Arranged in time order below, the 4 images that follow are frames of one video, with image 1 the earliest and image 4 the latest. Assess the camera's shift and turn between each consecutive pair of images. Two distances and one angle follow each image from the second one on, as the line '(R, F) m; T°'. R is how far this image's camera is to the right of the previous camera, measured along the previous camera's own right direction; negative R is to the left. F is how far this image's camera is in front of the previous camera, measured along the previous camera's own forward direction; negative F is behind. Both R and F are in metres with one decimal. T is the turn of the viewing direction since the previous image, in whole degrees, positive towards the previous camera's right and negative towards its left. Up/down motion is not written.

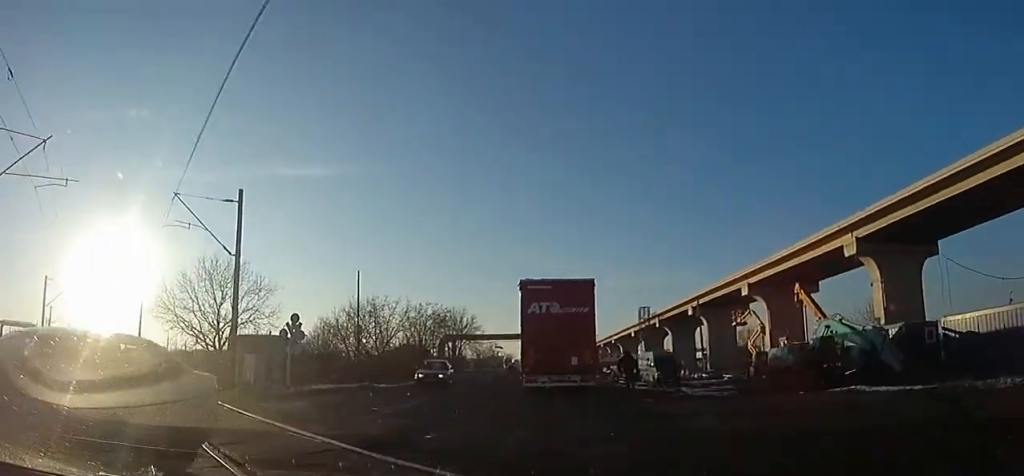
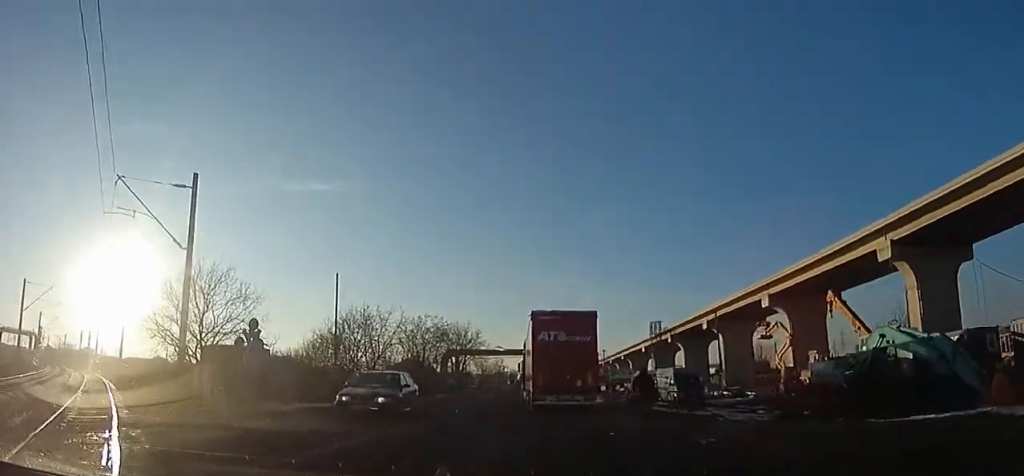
(0.0, +4.7) m; 0°
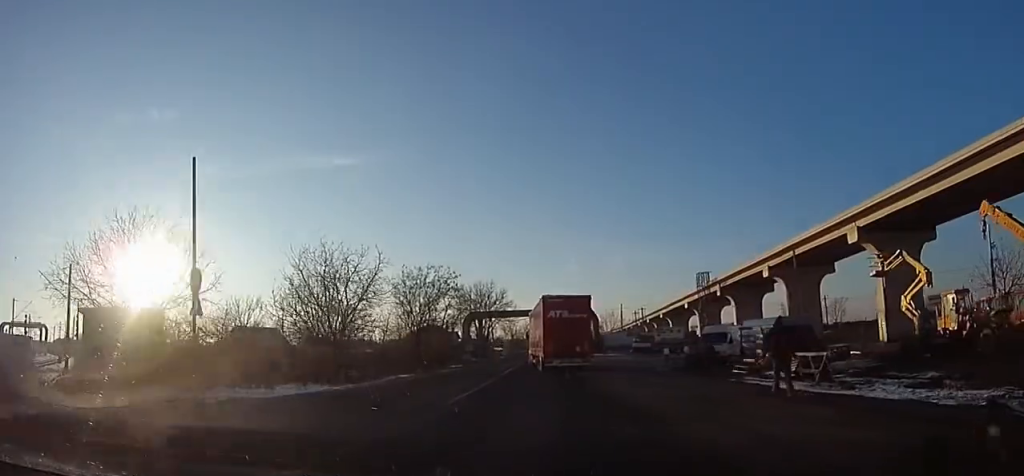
(0.0, +13.7) m; 0°
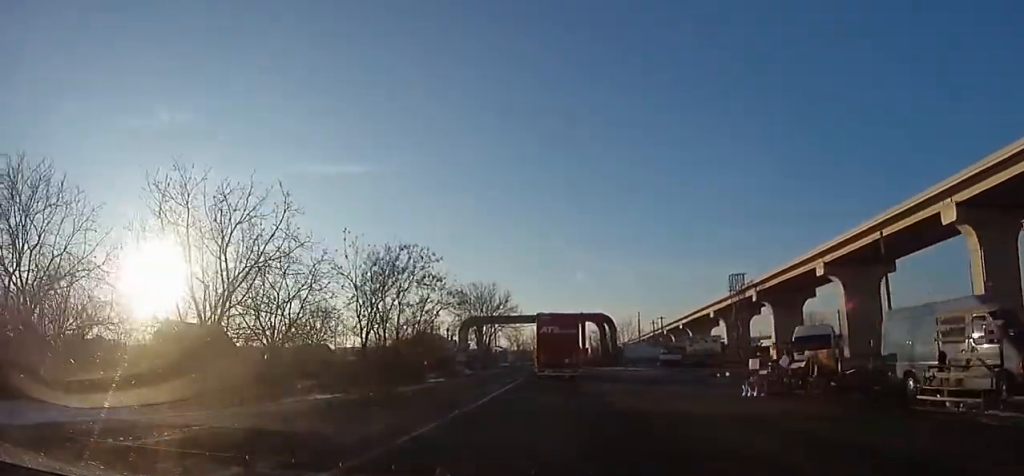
(0.0, +10.8) m; -2°
